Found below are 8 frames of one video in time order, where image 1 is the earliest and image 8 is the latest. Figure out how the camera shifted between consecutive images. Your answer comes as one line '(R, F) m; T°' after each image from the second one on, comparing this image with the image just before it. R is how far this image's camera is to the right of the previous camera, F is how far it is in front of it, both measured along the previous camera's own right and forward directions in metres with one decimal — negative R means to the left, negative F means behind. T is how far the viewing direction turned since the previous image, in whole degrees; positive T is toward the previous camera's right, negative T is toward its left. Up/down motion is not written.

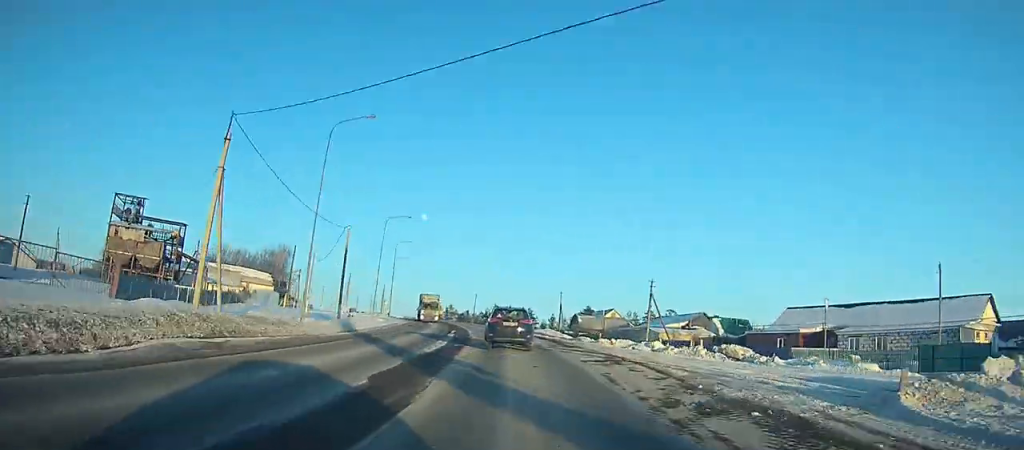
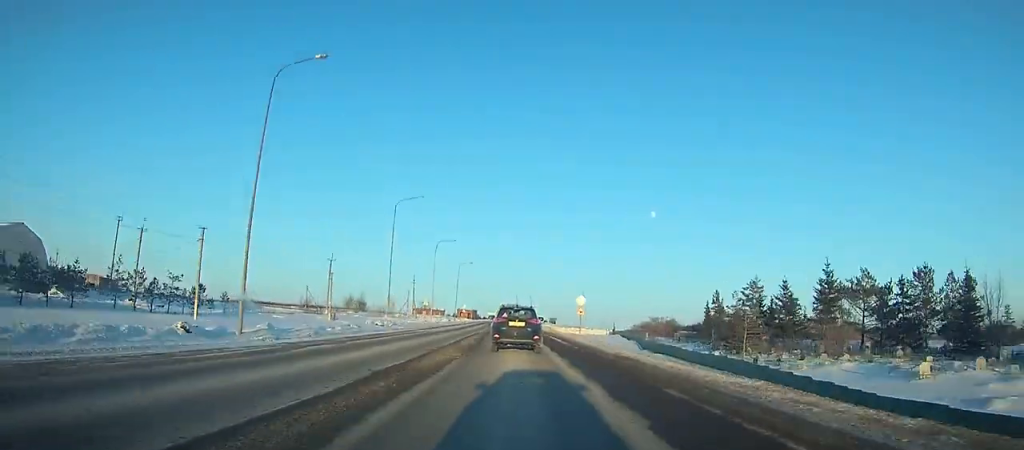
(-20.5, +171.9) m; -19°
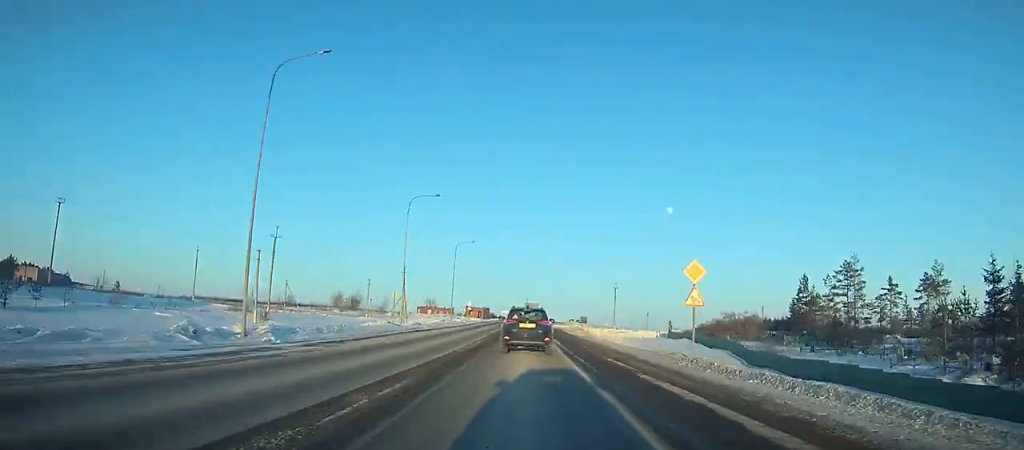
(-1.1, +31.3) m; -2°
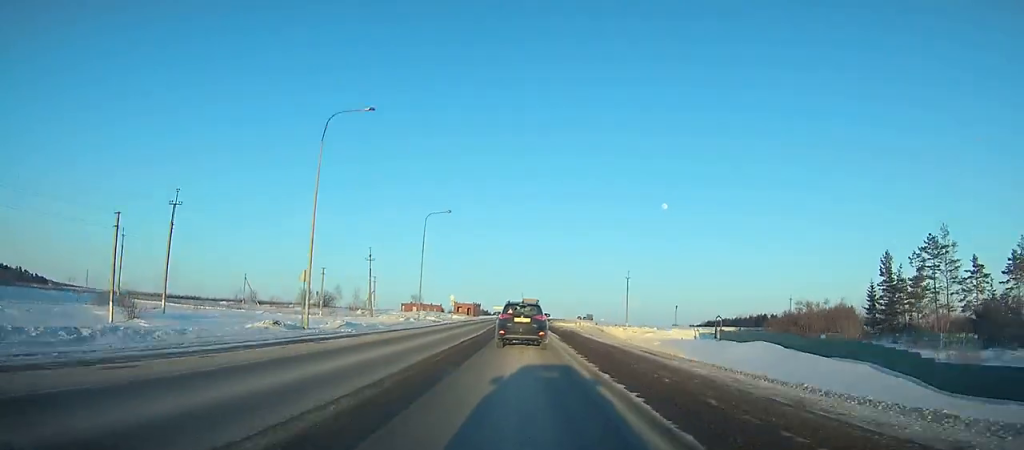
(-0.3, +22.2) m; -1°
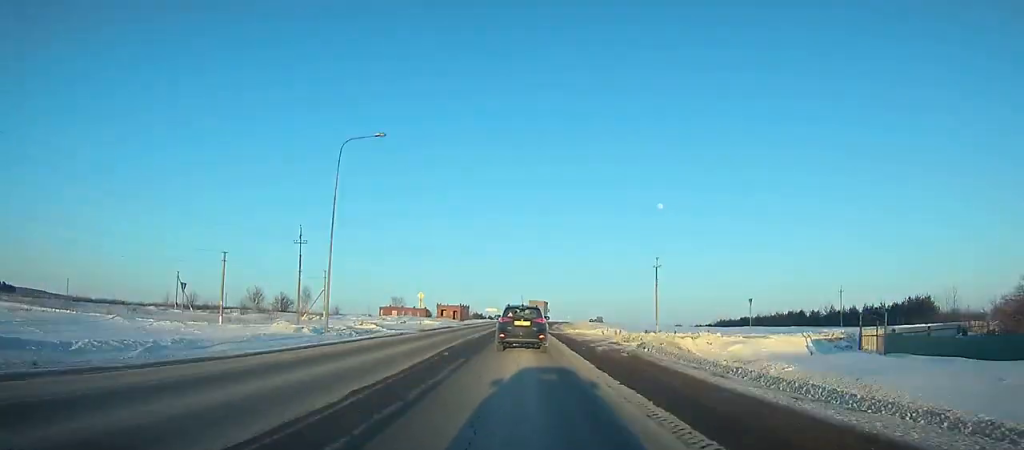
(-0.3, +27.7) m; 0°
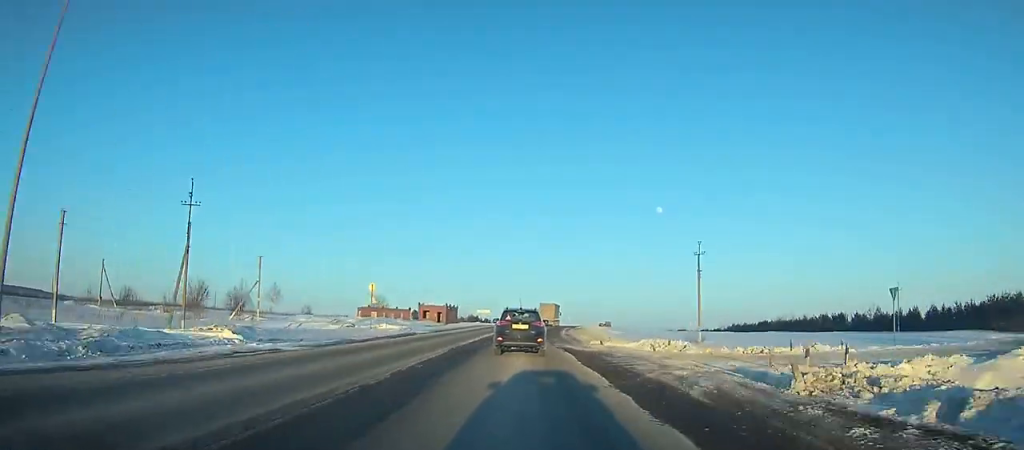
(0.0, +22.3) m; 0°
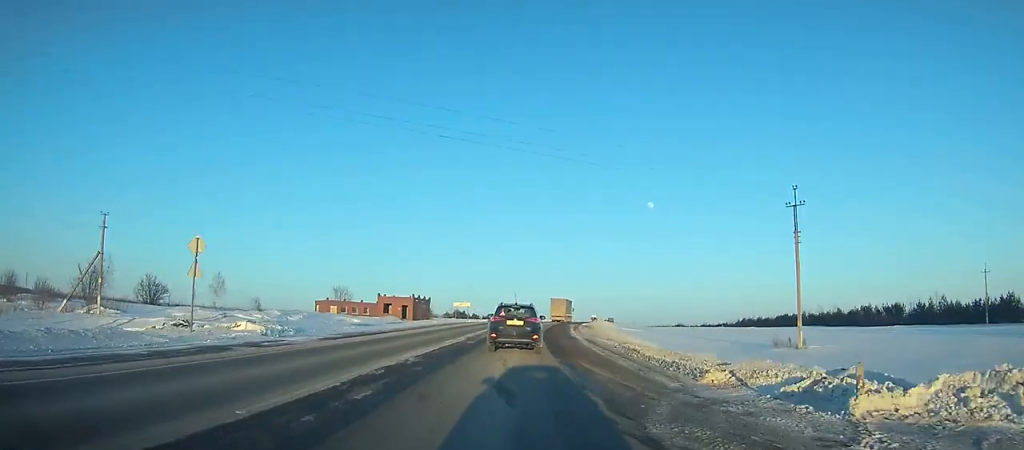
(0.0, +26.0) m; +1°
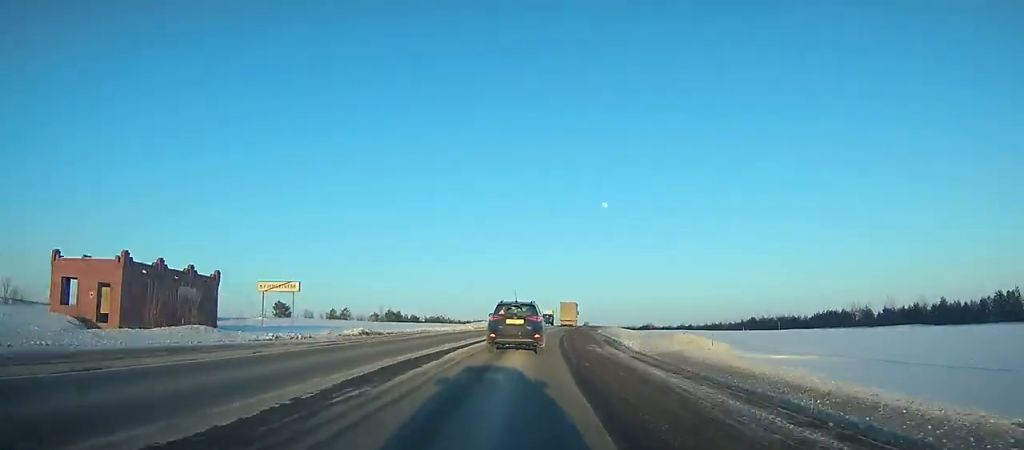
(+1.3, +59.9) m; +4°
